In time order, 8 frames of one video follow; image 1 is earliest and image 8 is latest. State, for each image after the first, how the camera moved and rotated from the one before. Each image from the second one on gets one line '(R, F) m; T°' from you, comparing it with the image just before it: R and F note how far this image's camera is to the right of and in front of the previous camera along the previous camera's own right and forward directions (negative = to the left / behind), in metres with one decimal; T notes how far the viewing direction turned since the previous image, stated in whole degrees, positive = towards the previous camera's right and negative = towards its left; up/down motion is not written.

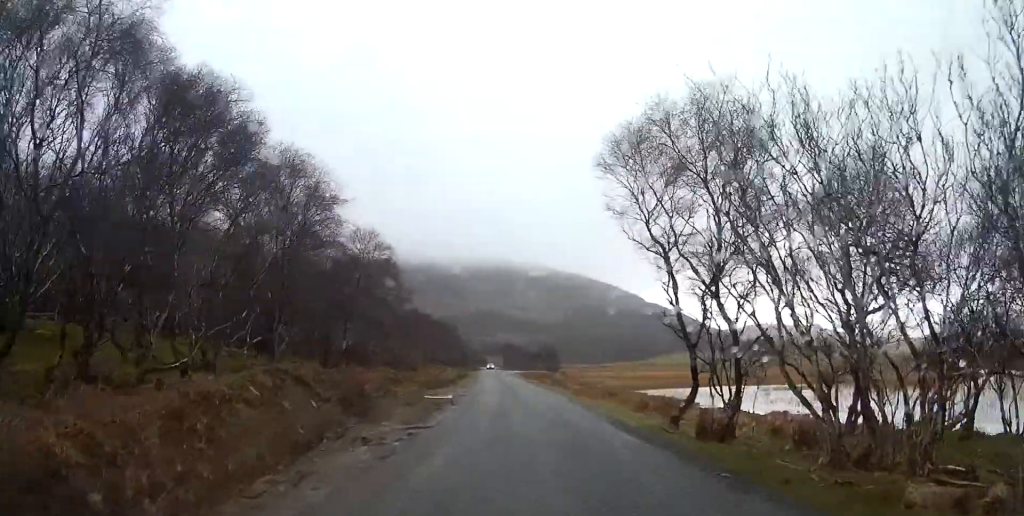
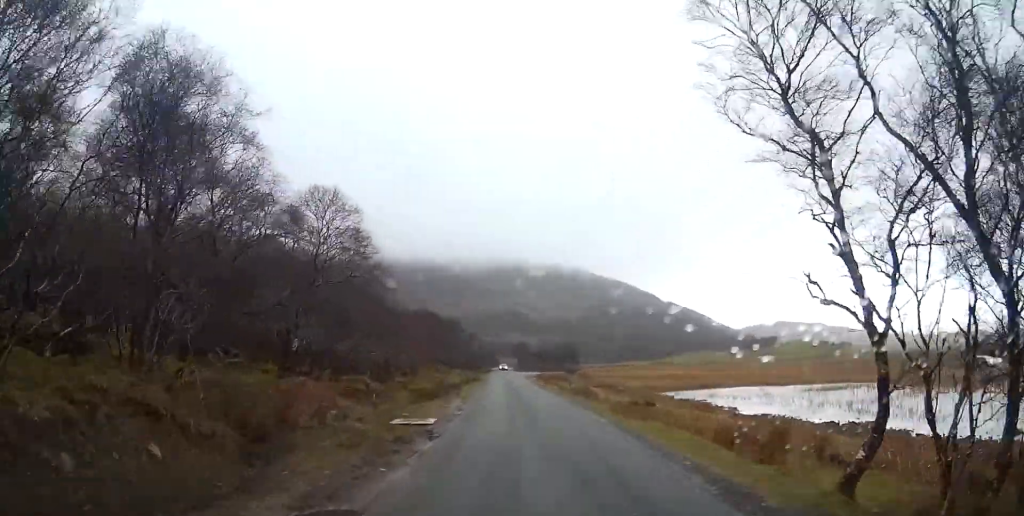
(0.0, +7.8) m; -2°
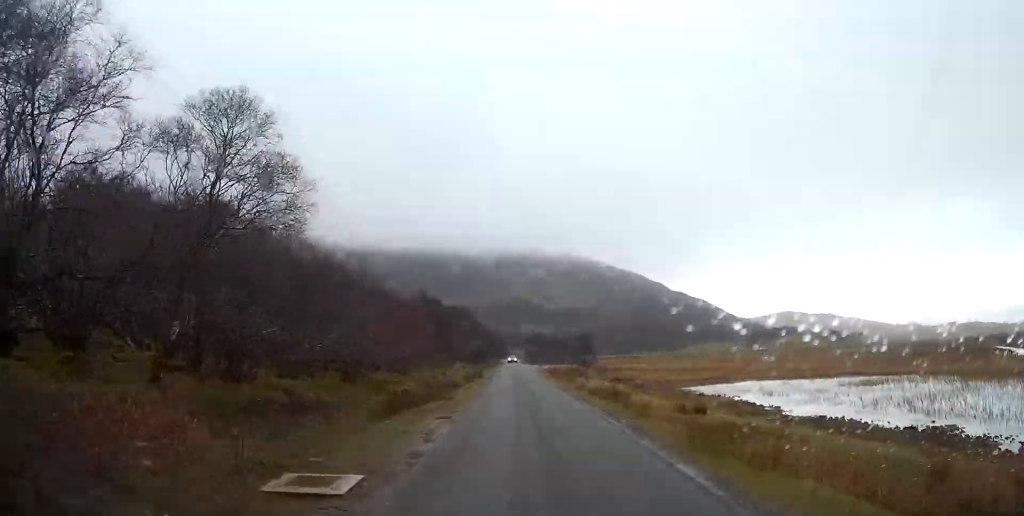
(-0.2, +8.0) m; -1°
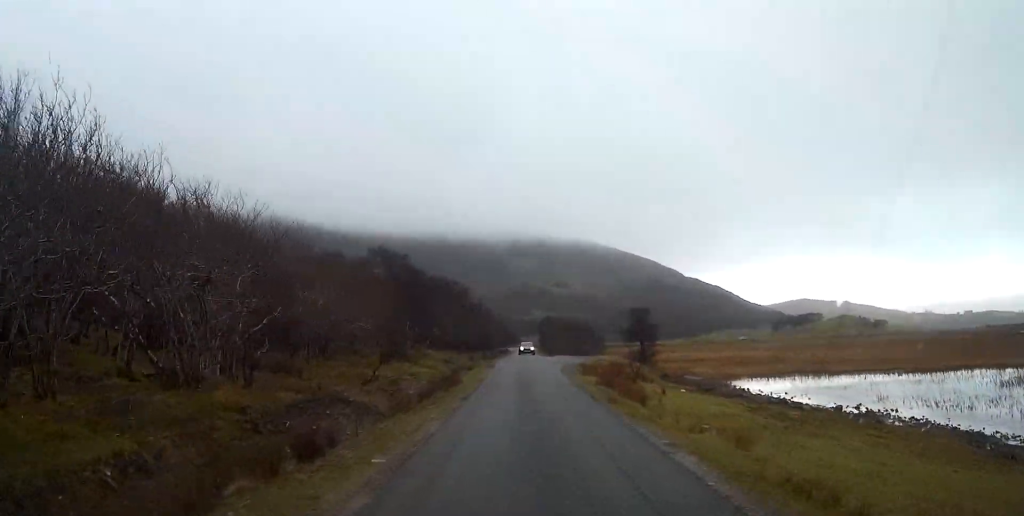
(-0.5, +26.5) m; -2°
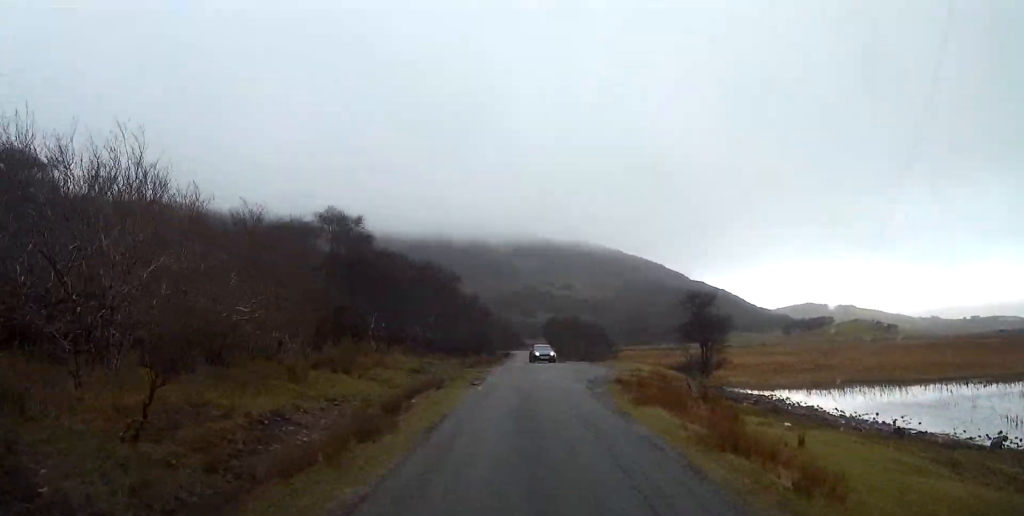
(-0.2, +14.0) m; -1°
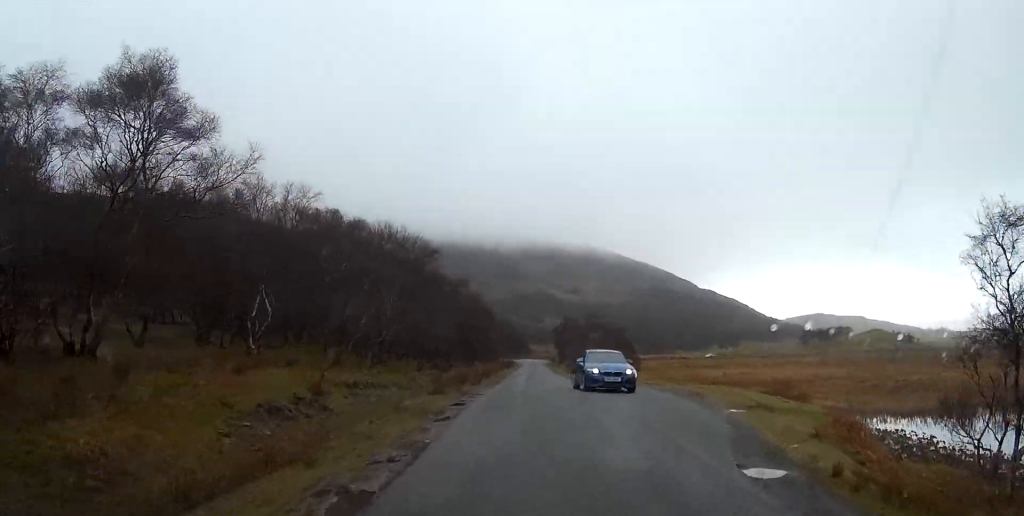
(-0.1, +19.8) m; -1°
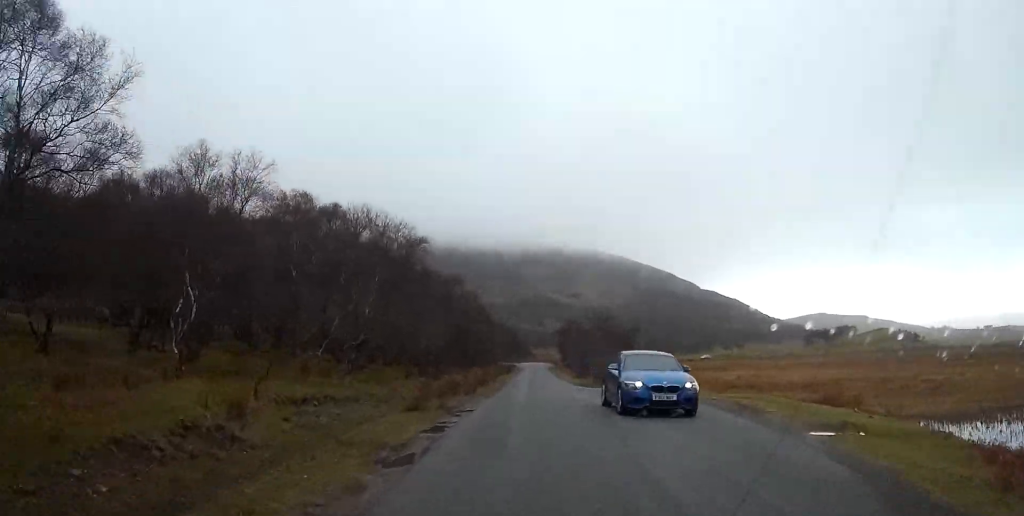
(0.0, +5.4) m; 0°
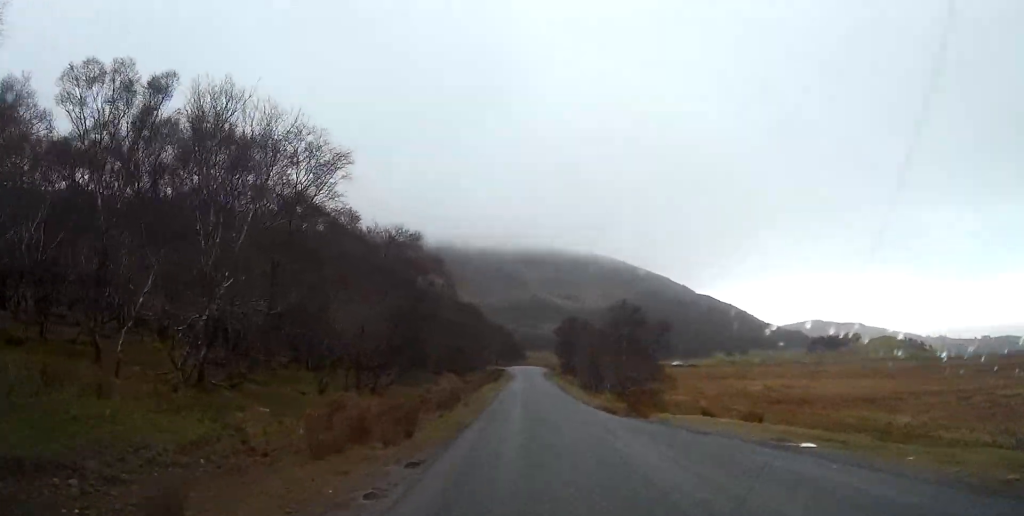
(-0.1, +15.2) m; 0°
